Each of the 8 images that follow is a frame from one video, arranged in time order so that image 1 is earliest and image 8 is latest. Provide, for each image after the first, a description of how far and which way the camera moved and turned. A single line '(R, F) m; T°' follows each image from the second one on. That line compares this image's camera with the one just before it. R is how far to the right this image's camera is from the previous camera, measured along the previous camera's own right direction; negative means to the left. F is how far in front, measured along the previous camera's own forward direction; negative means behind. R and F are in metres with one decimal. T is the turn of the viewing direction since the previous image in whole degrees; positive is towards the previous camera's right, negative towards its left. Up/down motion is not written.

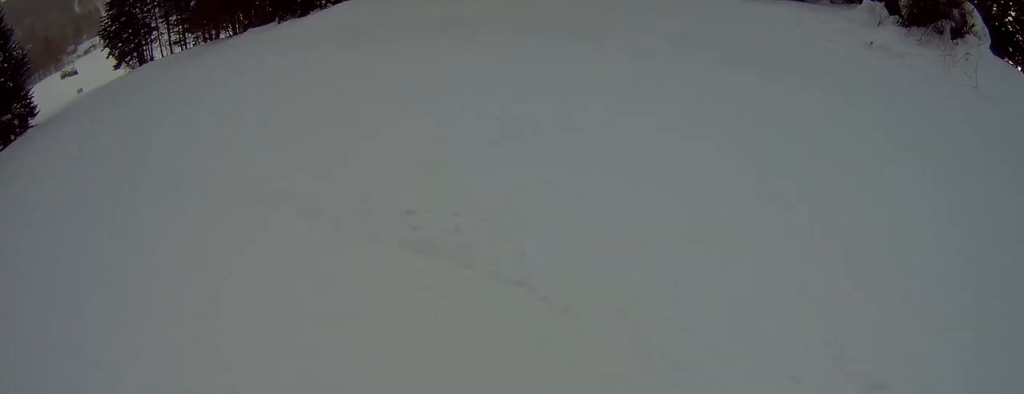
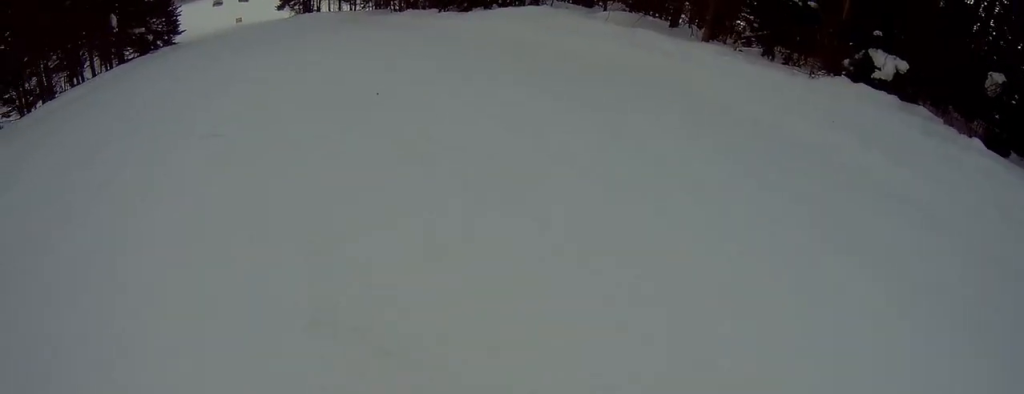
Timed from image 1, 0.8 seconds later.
(+0.8, +5.4) m; +19°
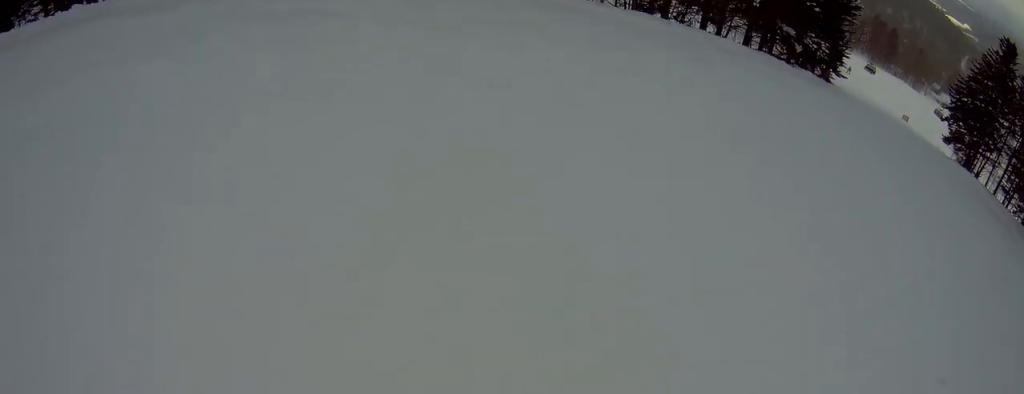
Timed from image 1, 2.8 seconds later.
(+5.6, +10.6) m; +49°
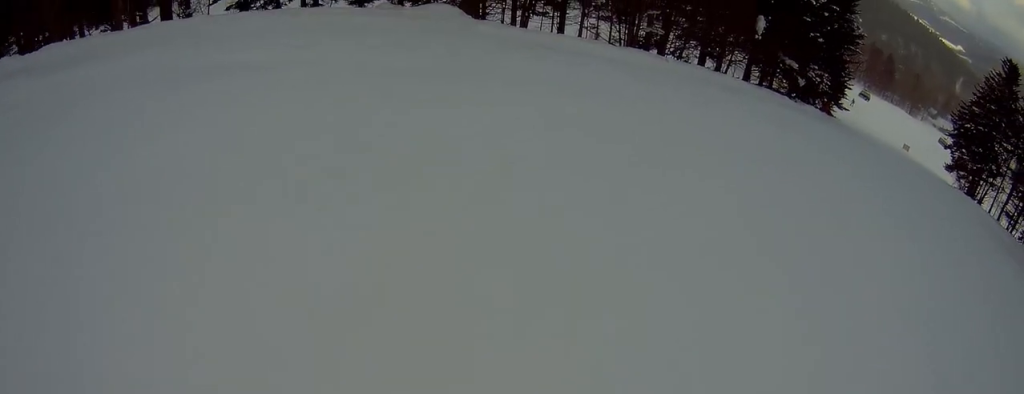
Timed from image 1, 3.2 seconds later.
(+0.2, +2.5) m; +4°
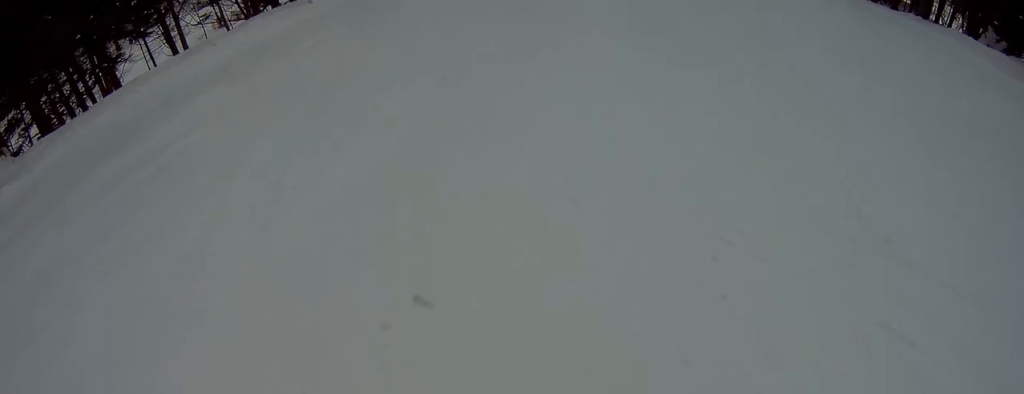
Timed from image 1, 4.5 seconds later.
(+0.1, +6.6) m; -10°
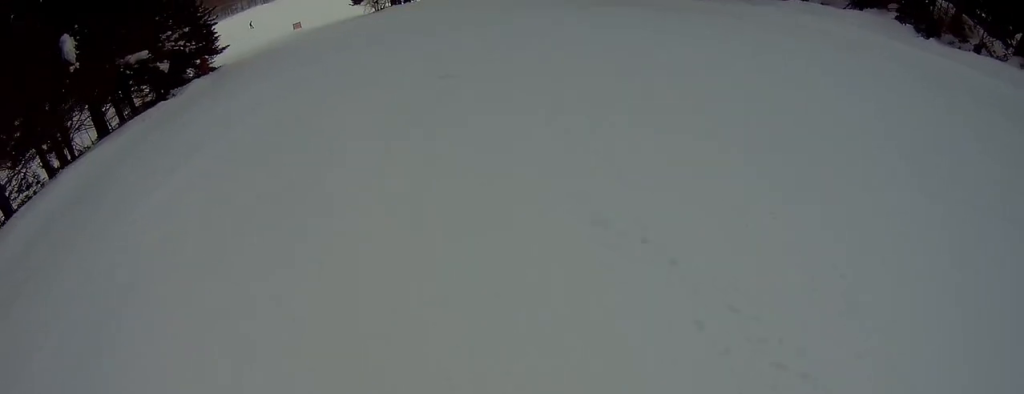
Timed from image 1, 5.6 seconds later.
(-0.8, +4.4) m; -25°
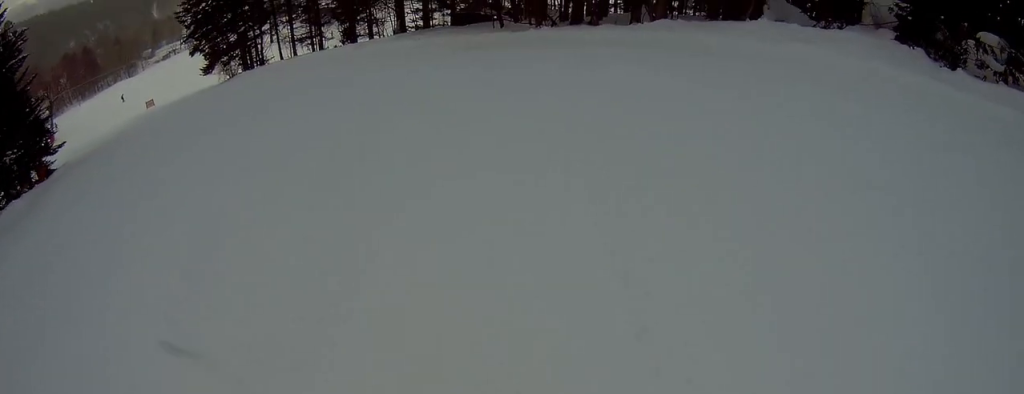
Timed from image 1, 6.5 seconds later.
(-1.0, +4.3) m; -19°
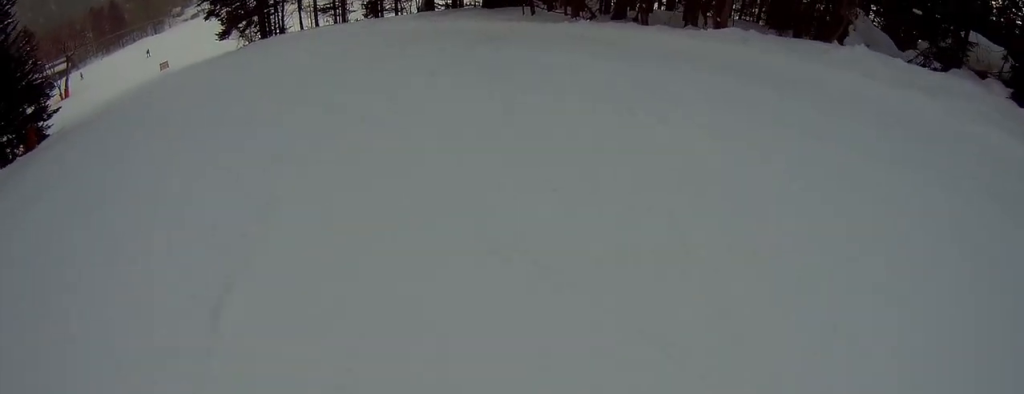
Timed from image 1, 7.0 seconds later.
(-0.1, +2.4) m; -6°
